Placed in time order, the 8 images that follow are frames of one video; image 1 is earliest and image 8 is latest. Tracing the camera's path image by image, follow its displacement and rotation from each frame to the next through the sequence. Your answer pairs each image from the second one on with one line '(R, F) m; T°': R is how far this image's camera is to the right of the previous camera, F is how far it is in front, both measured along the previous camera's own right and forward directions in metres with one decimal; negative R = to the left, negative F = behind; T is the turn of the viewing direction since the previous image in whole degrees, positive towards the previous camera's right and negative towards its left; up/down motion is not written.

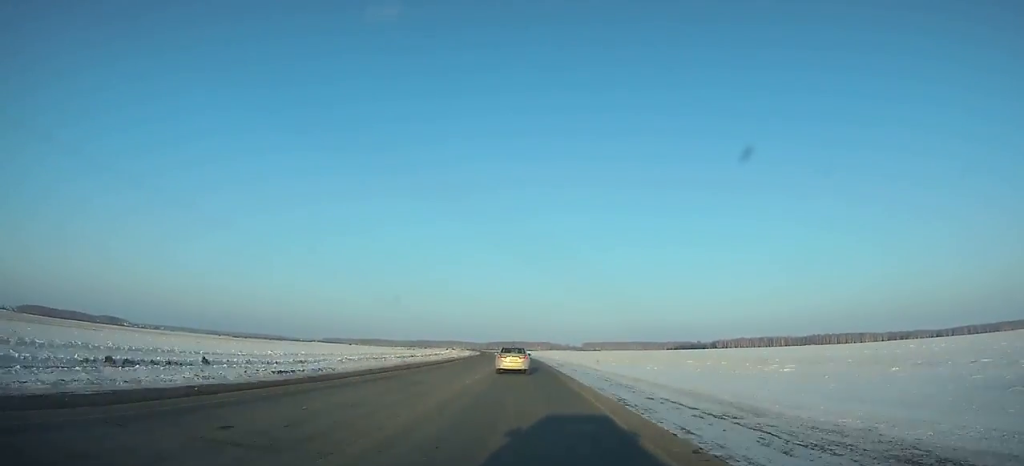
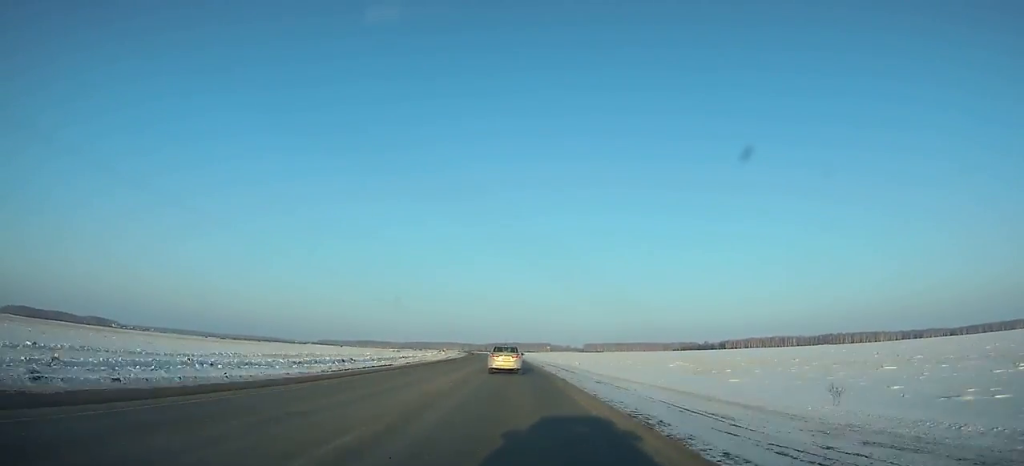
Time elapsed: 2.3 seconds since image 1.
(-0.3, +52.2) m; -1°
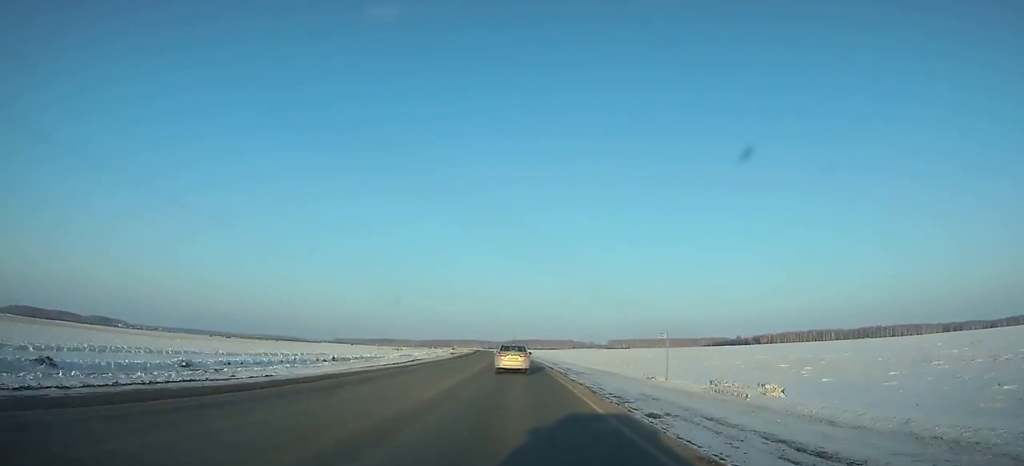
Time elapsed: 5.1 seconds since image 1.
(-1.0, +64.3) m; -2°
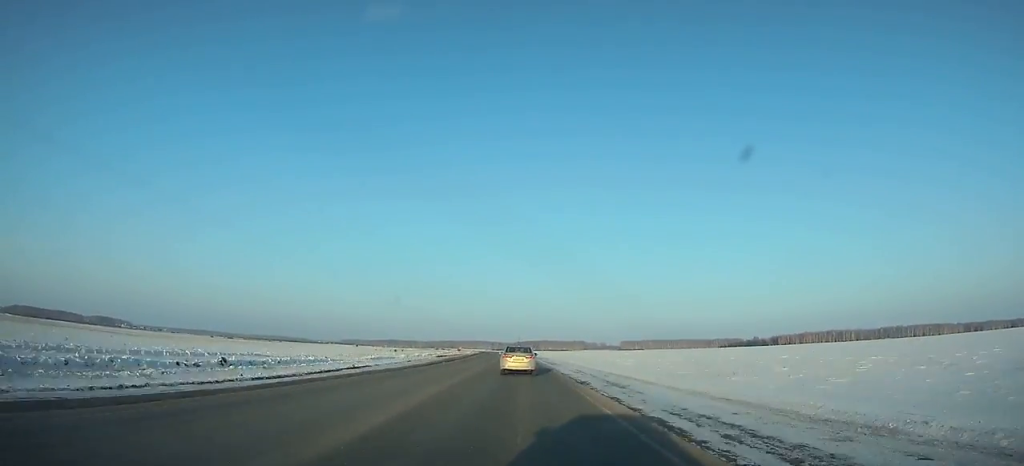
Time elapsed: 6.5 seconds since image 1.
(-0.2, +32.2) m; -1°
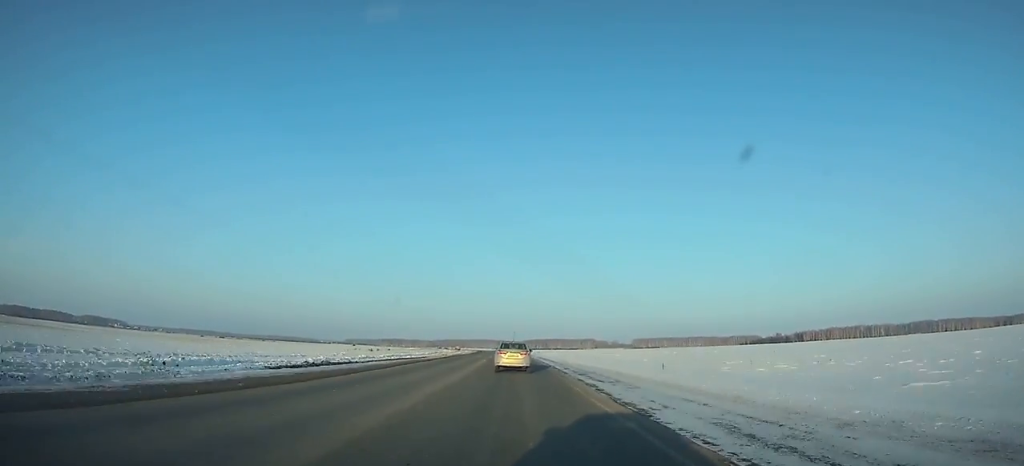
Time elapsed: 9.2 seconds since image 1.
(-0.4, +62.3) m; -1°
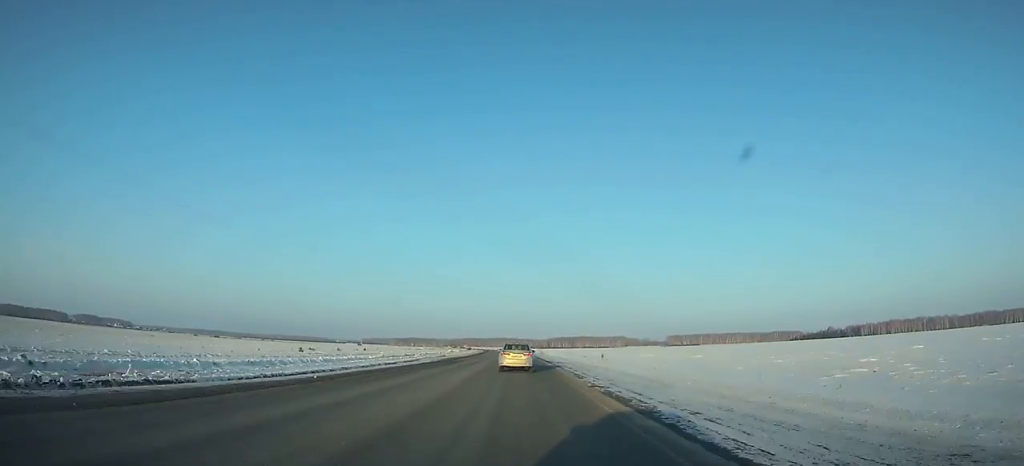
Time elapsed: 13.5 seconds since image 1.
(-2.0, +98.4) m; -2°
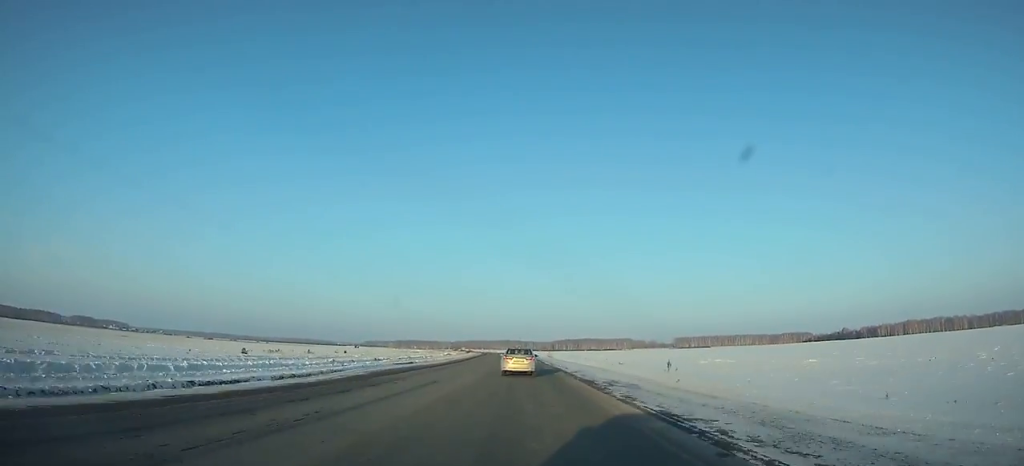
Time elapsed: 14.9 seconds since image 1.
(0.0, +31.9) m; 0°
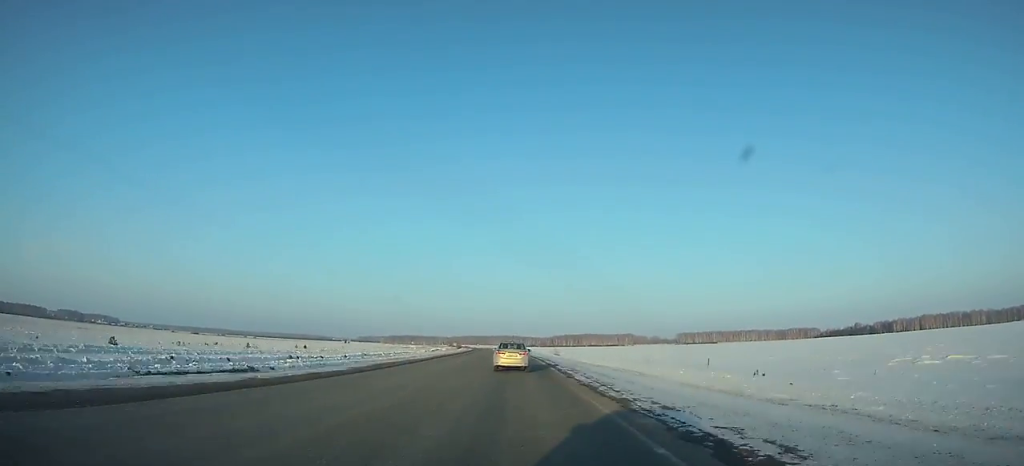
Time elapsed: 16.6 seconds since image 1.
(-0.3, +38.3) m; -1°
